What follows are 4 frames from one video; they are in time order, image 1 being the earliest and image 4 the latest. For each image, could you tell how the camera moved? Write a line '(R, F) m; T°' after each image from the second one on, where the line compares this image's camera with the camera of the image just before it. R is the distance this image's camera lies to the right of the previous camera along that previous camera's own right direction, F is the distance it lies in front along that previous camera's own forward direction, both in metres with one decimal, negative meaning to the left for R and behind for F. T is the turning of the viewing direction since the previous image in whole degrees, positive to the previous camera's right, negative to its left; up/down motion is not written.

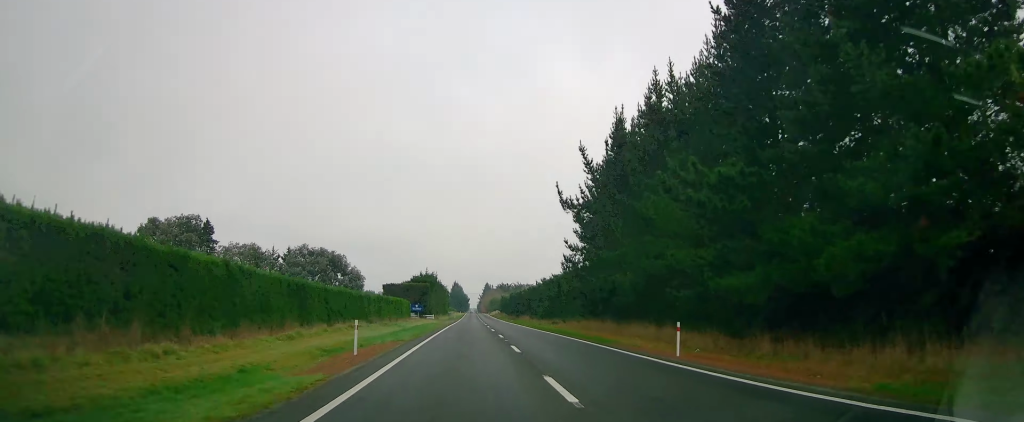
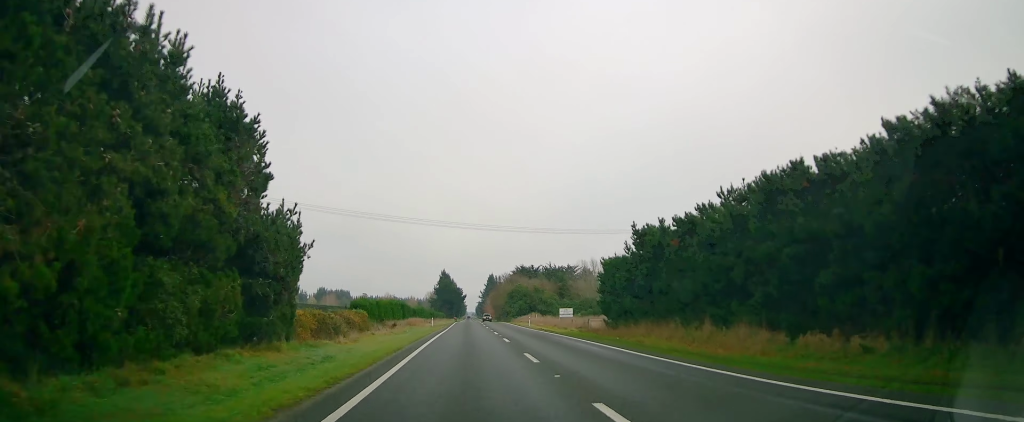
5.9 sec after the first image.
(+0.8, +155.5) m; 0°
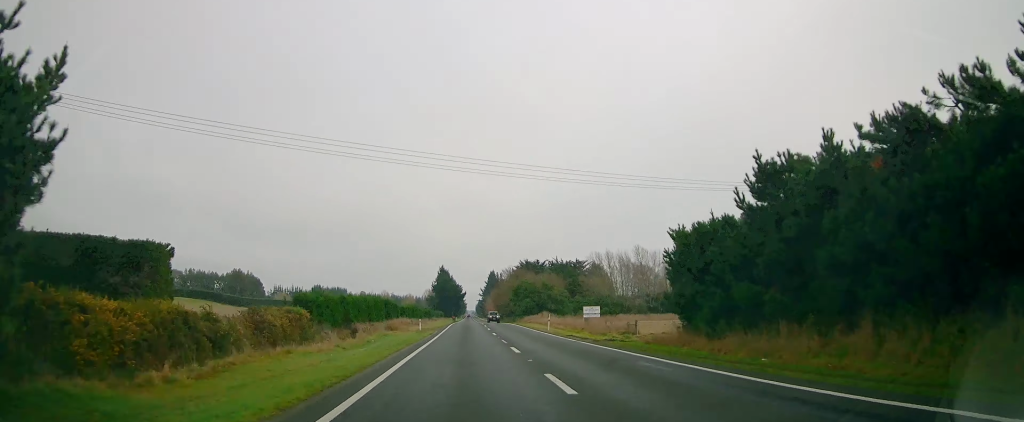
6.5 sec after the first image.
(0.0, +16.2) m; 0°
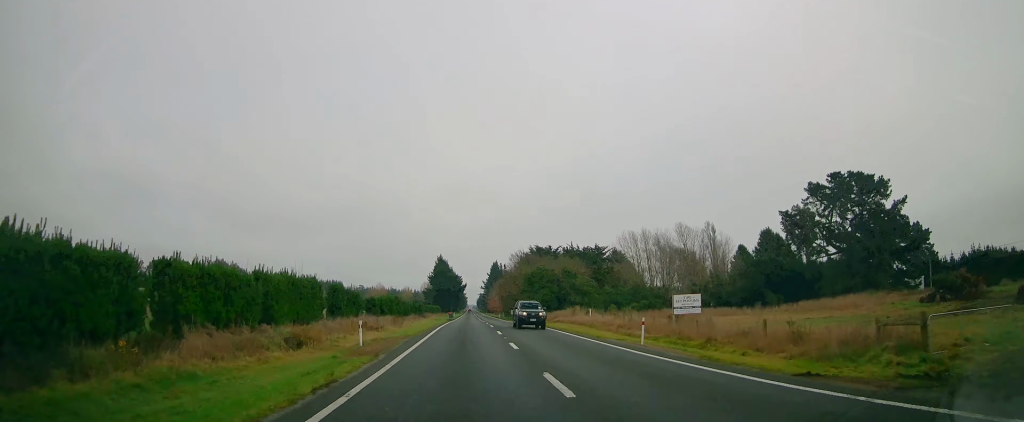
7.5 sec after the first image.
(-0.2, +27.0) m; 0°
